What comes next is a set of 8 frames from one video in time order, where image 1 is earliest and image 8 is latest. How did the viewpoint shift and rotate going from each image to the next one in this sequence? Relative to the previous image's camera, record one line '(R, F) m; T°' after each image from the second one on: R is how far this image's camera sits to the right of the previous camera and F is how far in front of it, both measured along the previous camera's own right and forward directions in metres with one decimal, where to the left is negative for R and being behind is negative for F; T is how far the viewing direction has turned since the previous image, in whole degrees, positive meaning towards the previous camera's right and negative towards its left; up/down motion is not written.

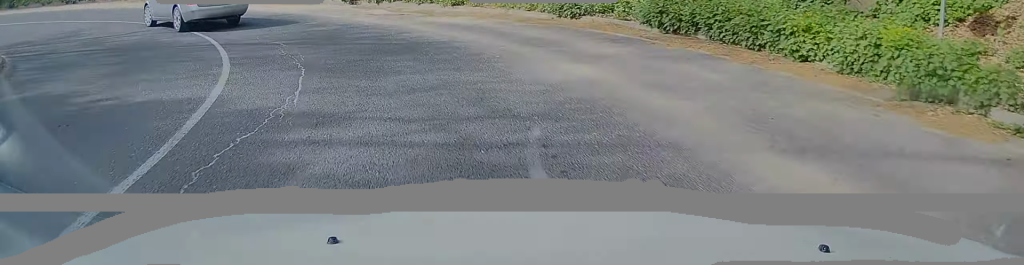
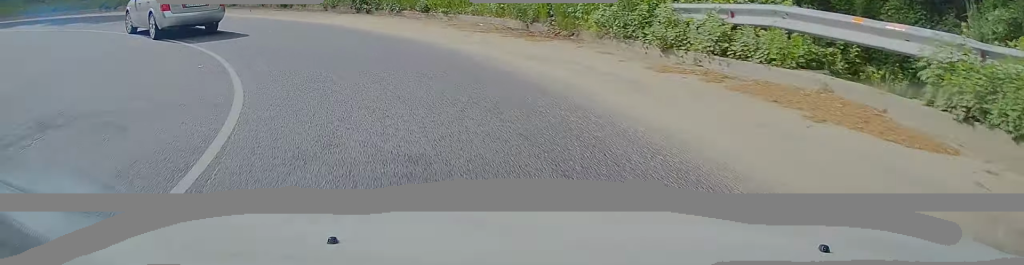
(-6.0, +13.1) m; -48°
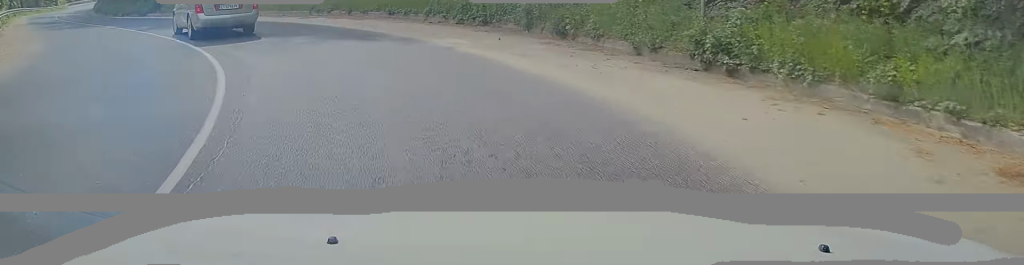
(-2.3, +9.0) m; -26°
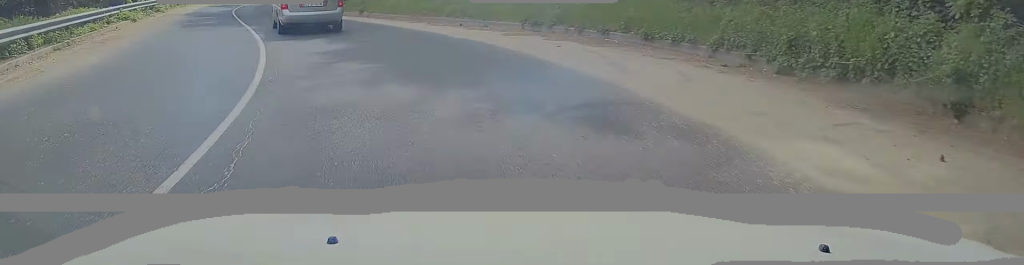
(-1.2, +7.5) m; -15°
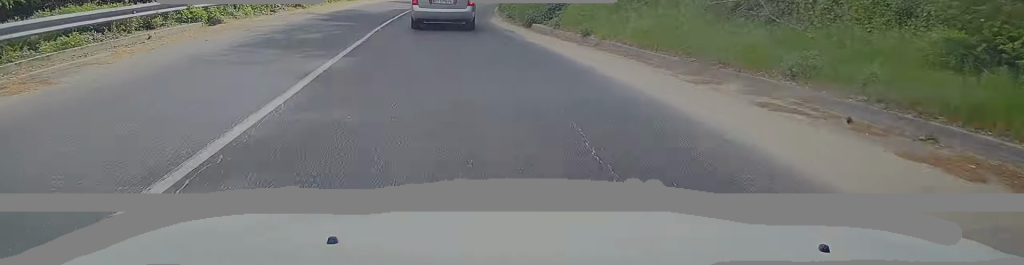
(-2.0, +11.7) m; -16°
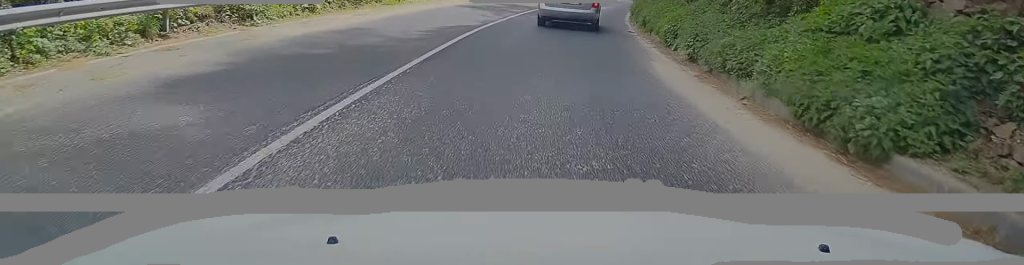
(-1.9, +15.2) m; -9°
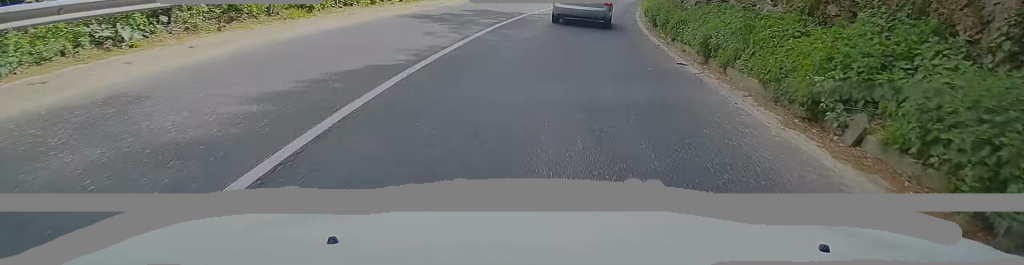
(-0.1, +8.7) m; +2°
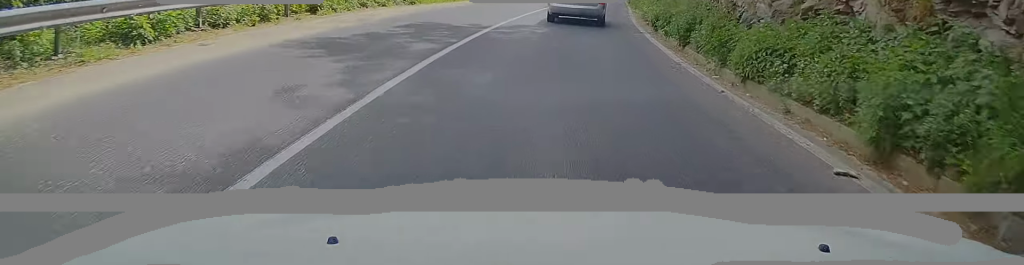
(-0.1, +7.1) m; +3°
